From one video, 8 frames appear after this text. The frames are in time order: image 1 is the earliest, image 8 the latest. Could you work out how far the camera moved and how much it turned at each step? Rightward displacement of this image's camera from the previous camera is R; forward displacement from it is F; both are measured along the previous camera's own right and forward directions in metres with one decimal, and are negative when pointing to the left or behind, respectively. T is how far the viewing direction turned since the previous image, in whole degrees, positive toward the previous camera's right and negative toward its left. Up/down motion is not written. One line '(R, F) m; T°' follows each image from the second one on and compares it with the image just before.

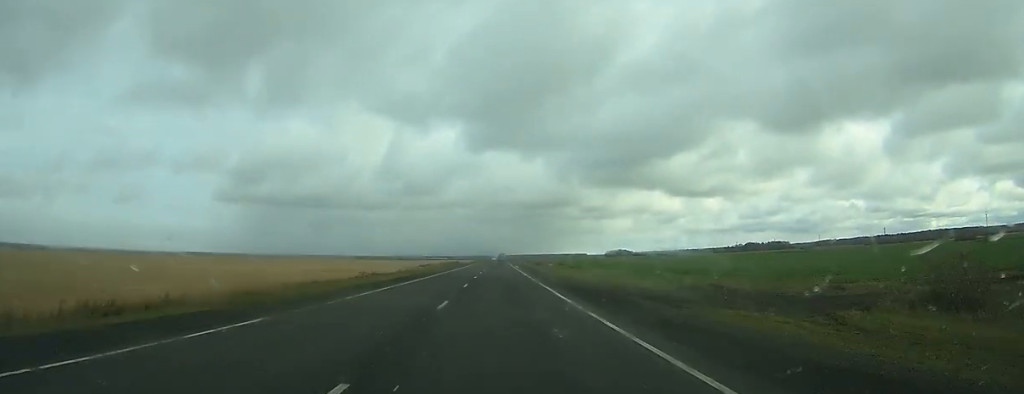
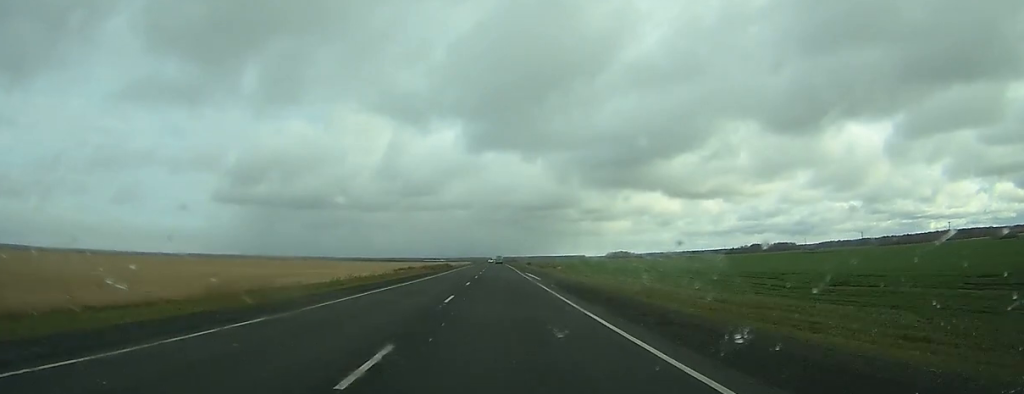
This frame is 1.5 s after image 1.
(-0.2, +46.3) m; 0°
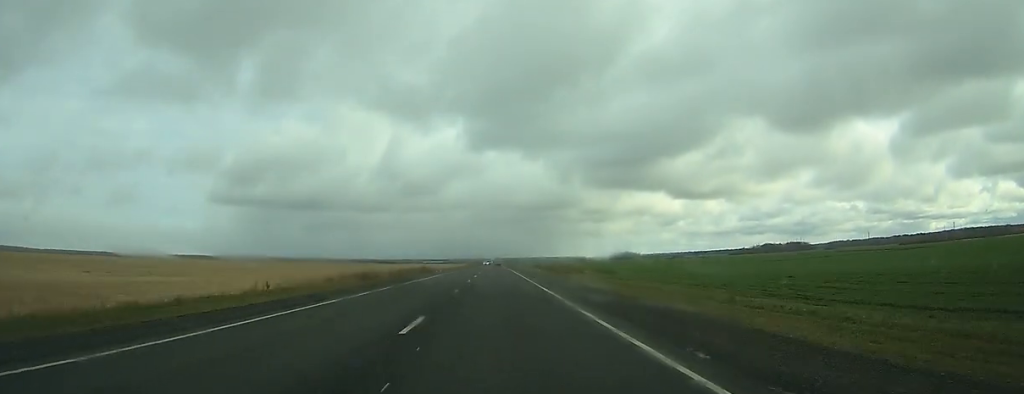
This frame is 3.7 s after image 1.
(+0.1, +70.6) m; +1°
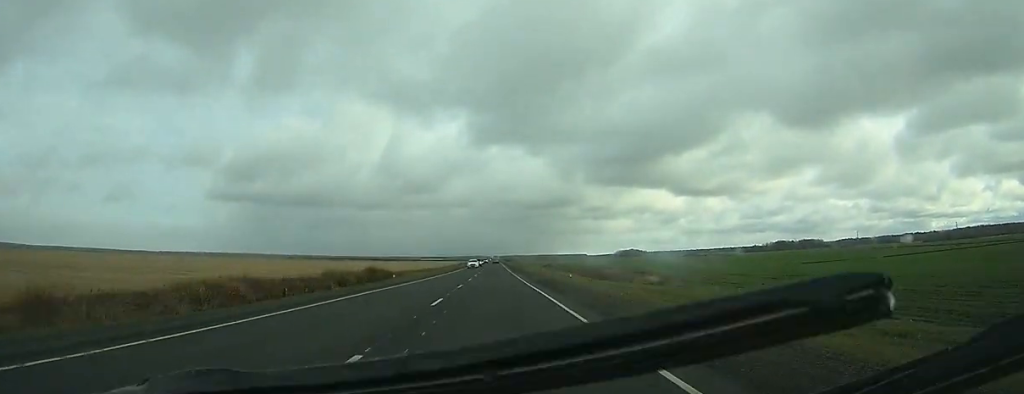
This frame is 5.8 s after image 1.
(+0.6, +66.7) m; 0°
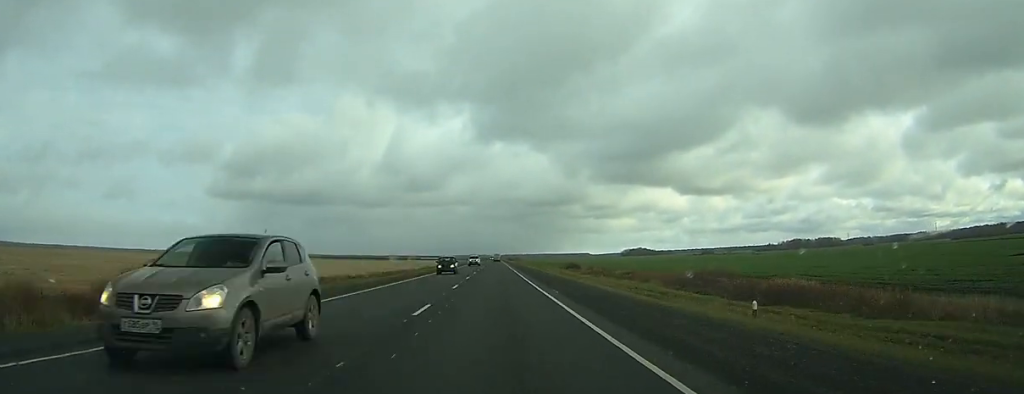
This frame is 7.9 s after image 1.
(-0.1, +62.0) m; 0°
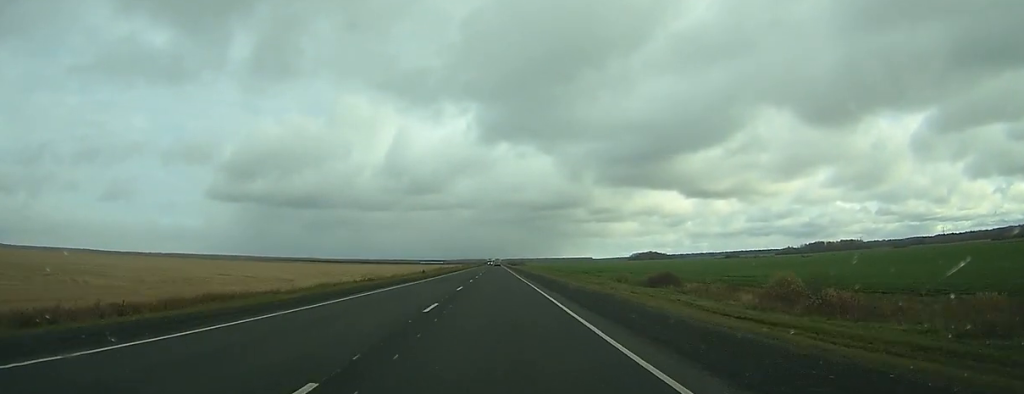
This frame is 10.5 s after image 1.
(-0.1, +79.7) m; 0°
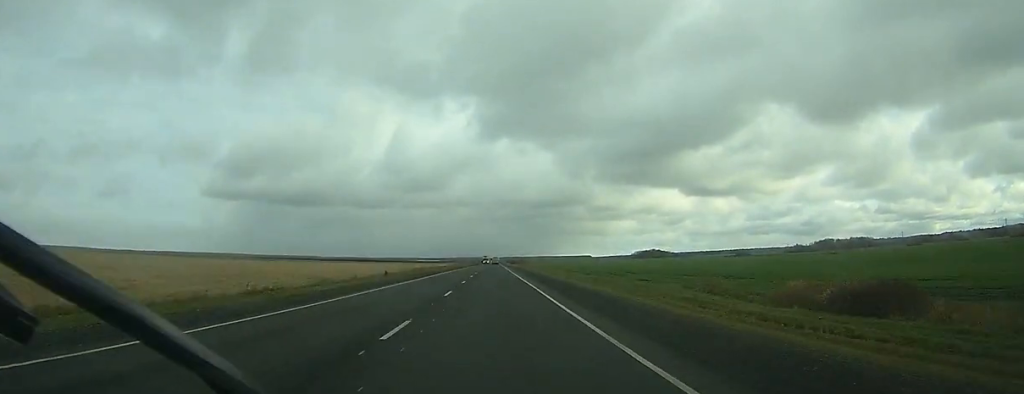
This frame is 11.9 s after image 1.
(+0.1, +43.1) m; 0°
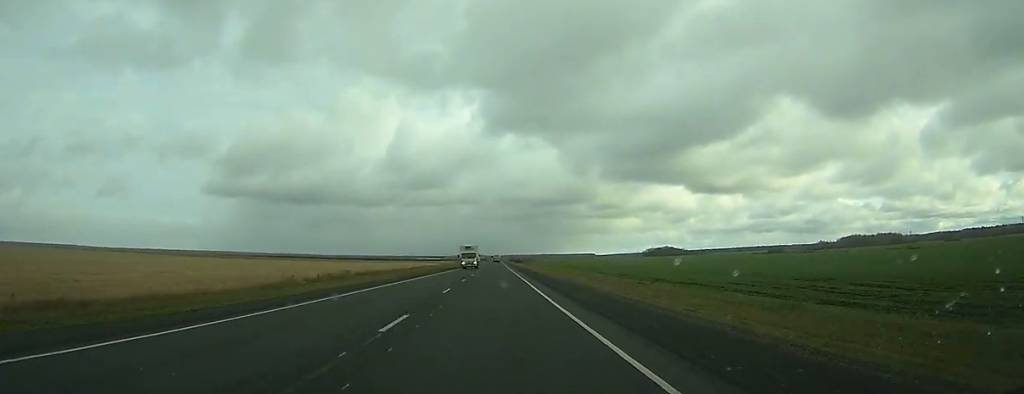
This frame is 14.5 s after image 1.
(-0.1, +86.1) m; 0°
